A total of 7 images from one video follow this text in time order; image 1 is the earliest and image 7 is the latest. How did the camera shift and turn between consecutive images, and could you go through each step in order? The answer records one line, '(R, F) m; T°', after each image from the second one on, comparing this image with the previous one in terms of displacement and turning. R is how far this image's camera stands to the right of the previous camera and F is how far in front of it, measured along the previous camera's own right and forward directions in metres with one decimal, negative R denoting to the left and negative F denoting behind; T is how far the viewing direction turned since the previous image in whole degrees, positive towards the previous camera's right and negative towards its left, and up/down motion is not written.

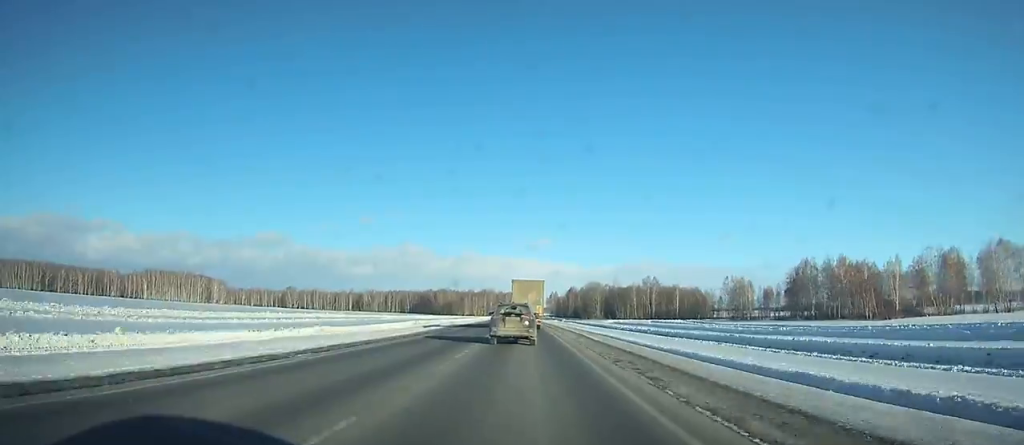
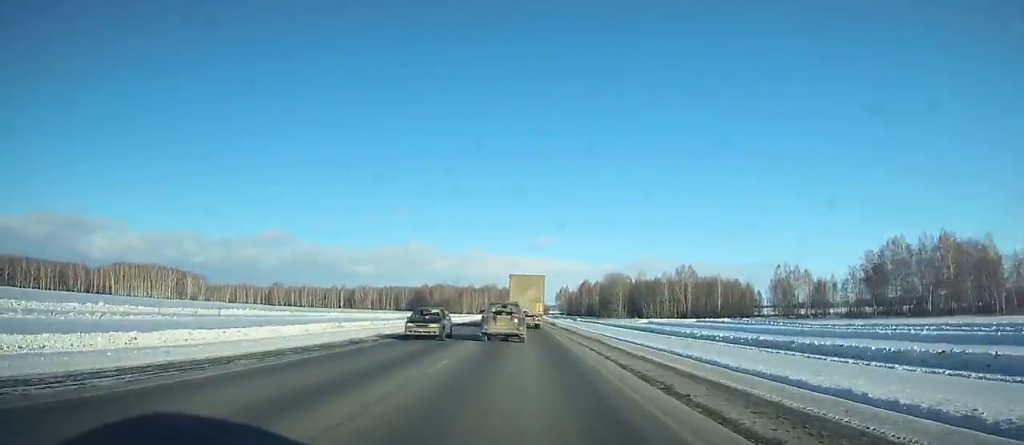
(-0.2, +54.1) m; -1°
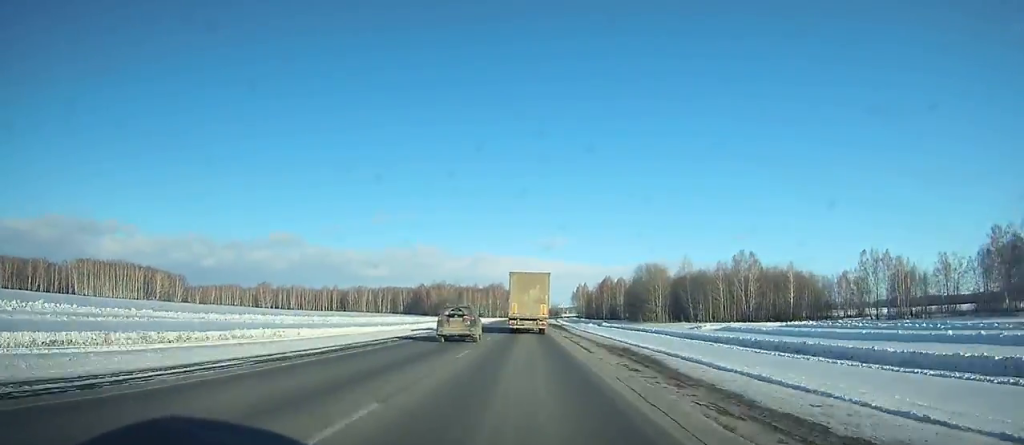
(-0.3, +56.0) m; -1°
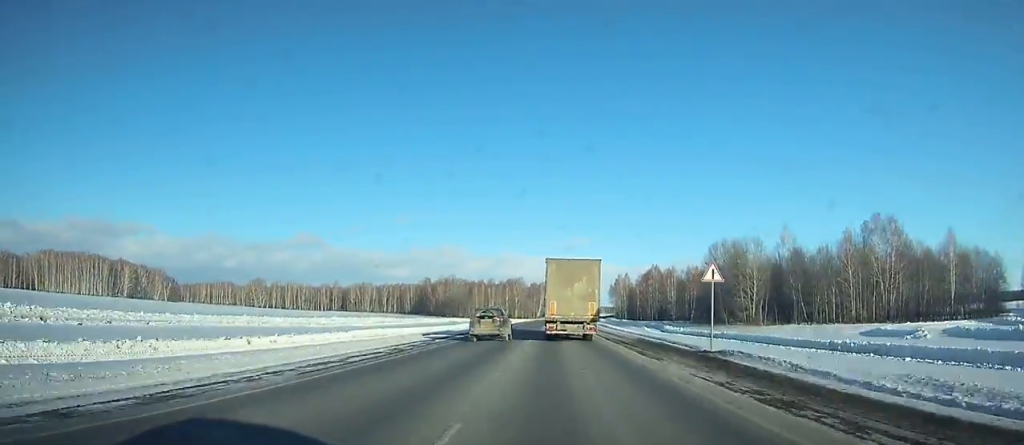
(-0.3, +61.0) m; -1°
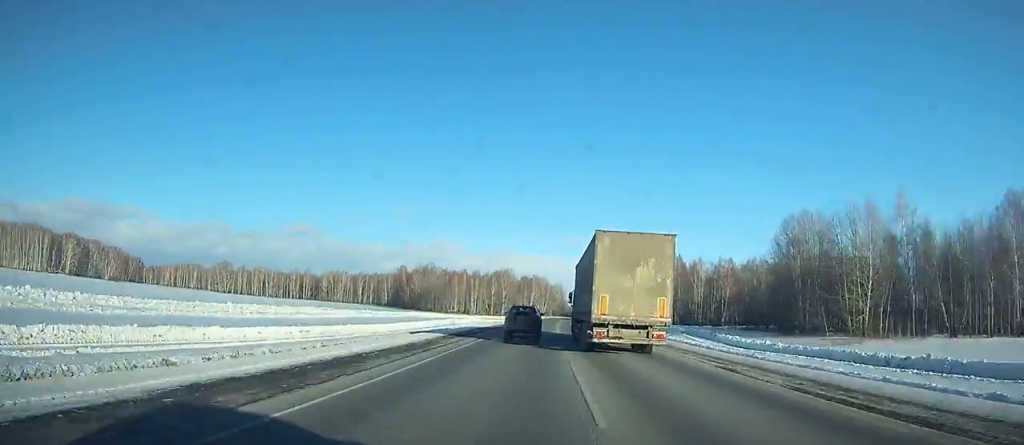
(-0.5, +45.0) m; +1°
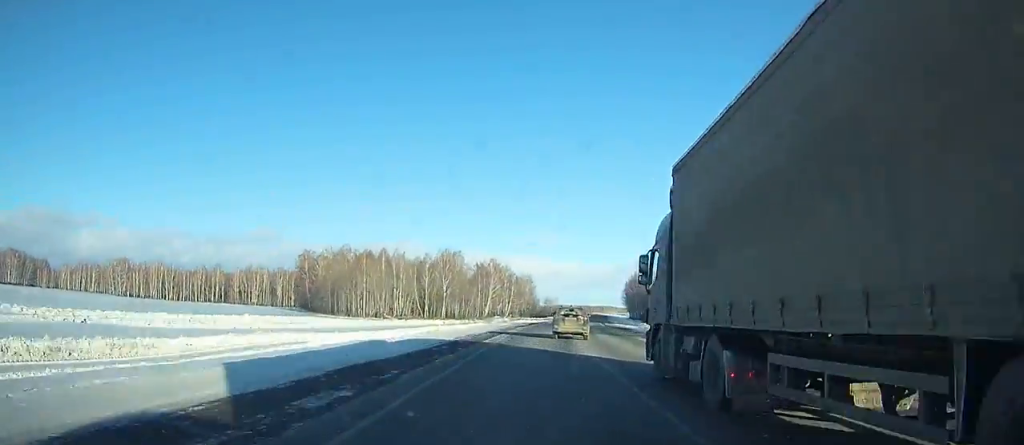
(+1.4, +86.9) m; +4°
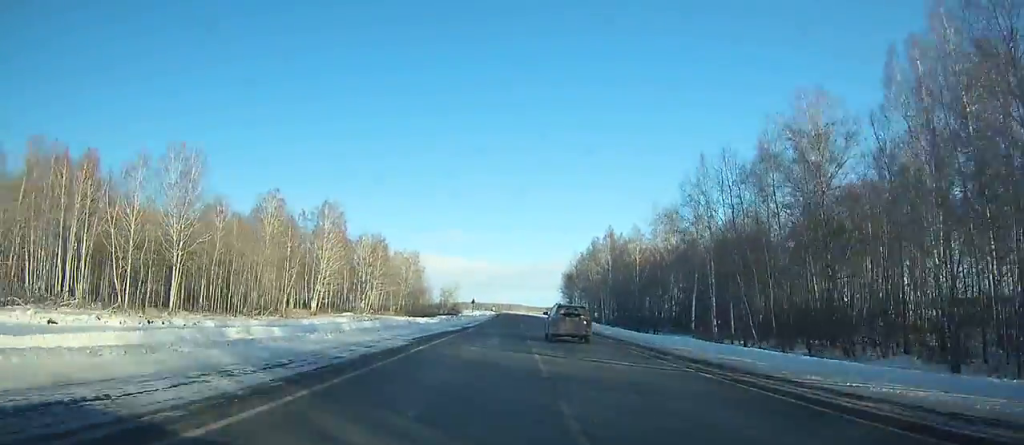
(+5.1, +92.4) m; +5°
